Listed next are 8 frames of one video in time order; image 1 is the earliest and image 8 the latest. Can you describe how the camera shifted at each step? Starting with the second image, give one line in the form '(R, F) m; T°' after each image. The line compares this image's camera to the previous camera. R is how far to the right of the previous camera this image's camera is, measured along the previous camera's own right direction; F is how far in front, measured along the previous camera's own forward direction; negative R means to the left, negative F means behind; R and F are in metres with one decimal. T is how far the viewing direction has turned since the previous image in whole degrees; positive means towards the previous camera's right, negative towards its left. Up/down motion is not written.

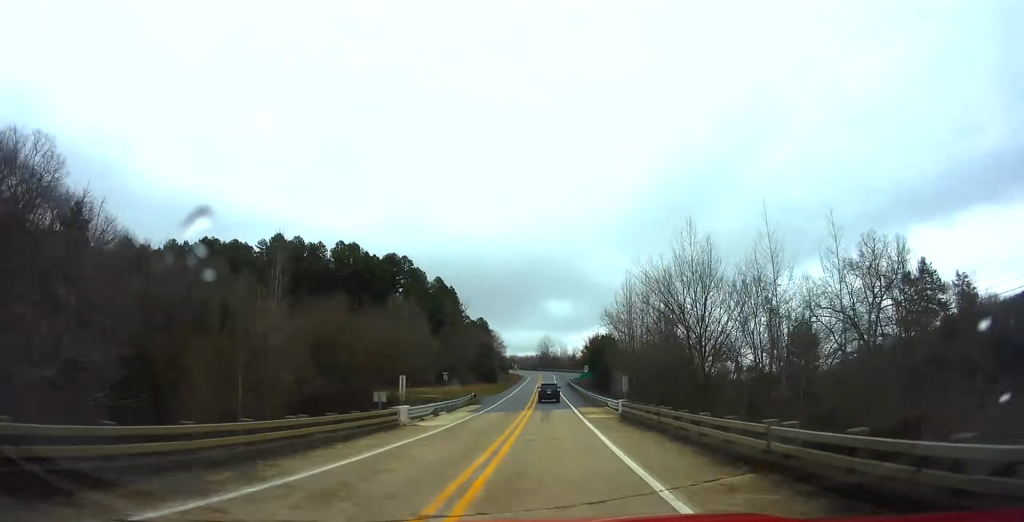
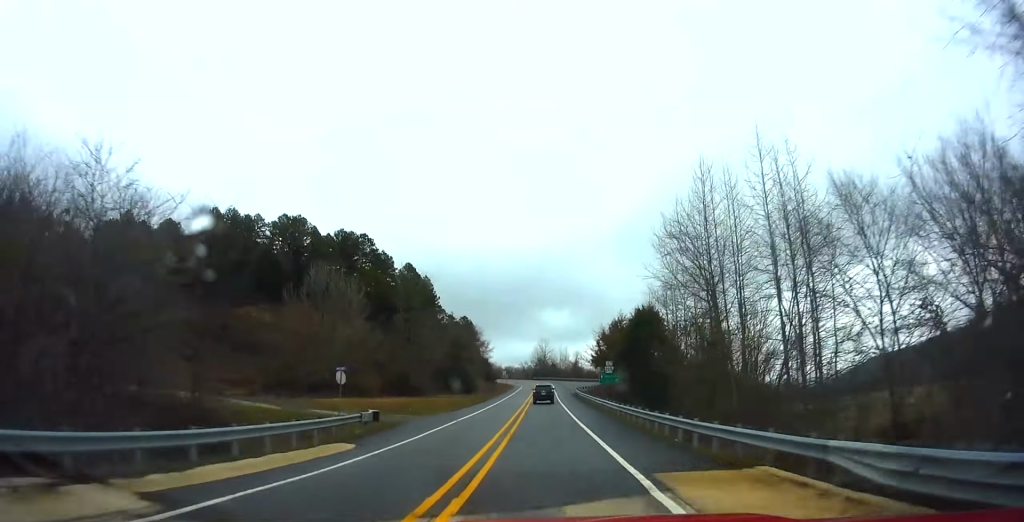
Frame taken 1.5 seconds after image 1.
(+0.6, +30.3) m; +1°
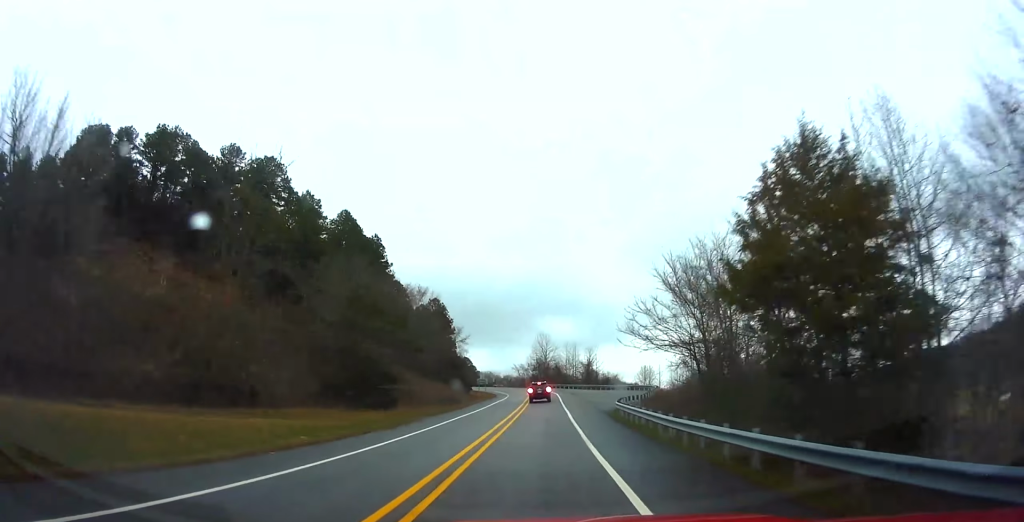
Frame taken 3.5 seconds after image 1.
(+0.6, +40.4) m; 0°
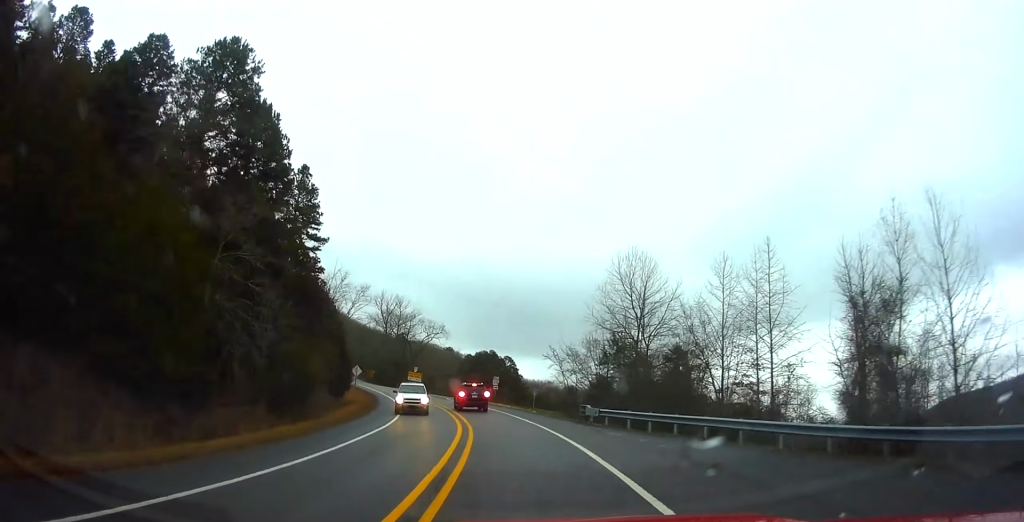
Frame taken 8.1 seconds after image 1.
(-2.8, +88.6) m; -8°
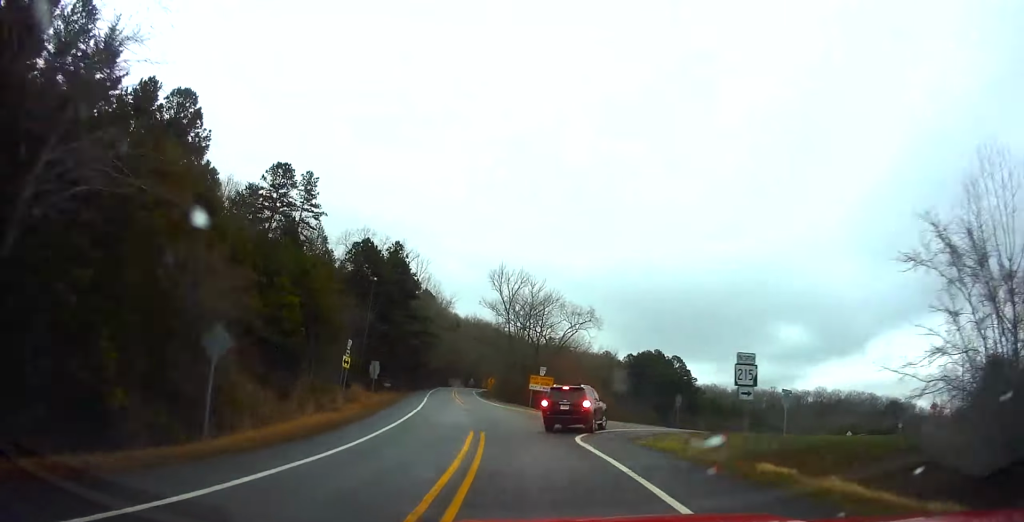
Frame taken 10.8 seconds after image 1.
(-4.3, +48.1) m; -11°
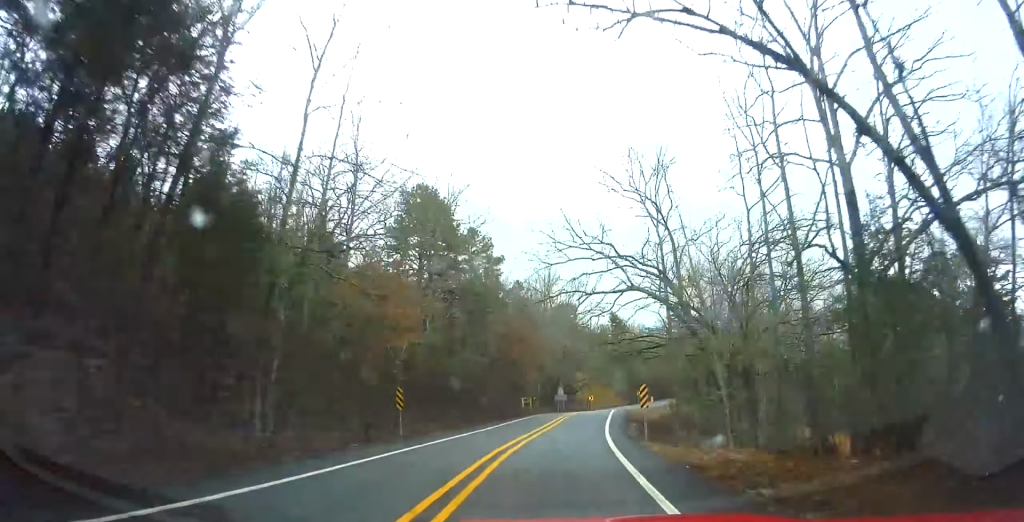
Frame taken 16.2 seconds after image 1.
(-14.0, +95.0) m; -9°
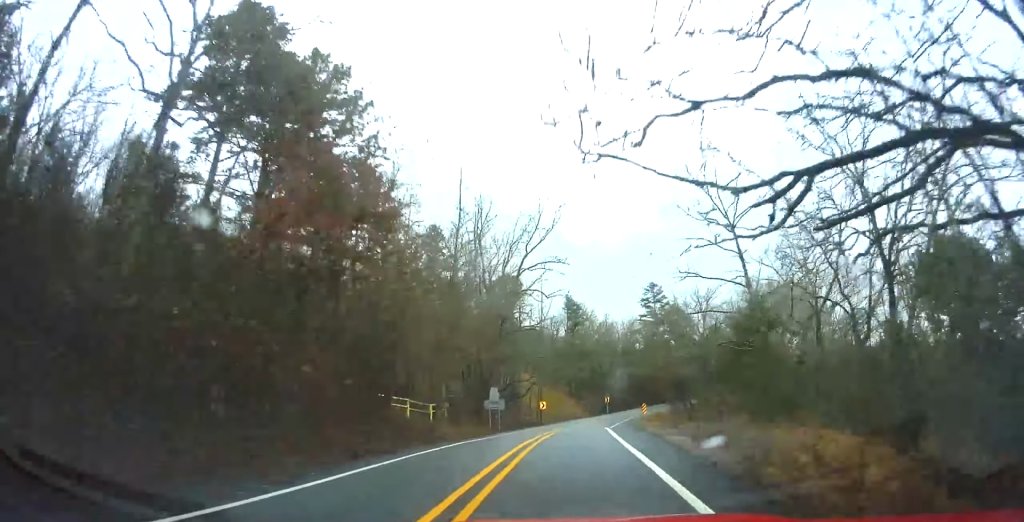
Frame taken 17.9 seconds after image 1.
(-0.6, +30.4) m; +3°
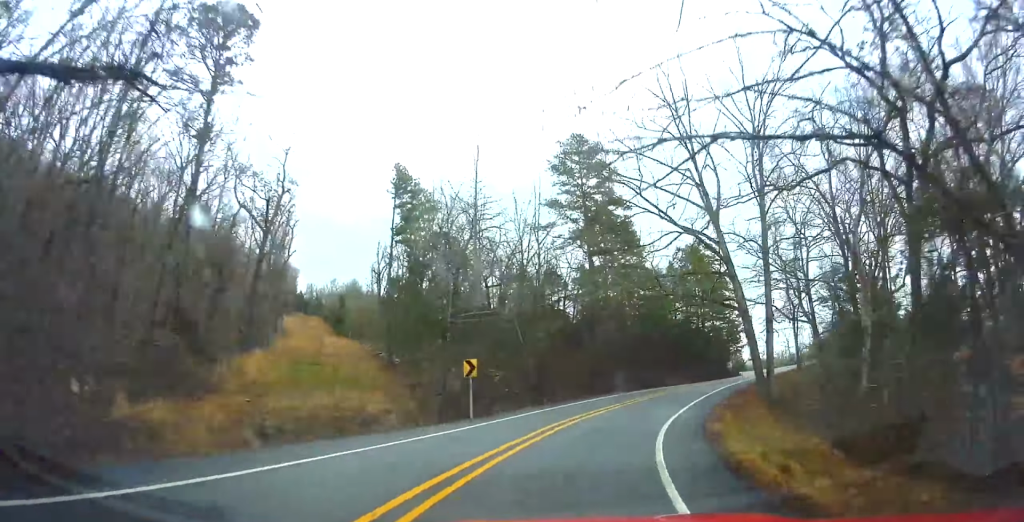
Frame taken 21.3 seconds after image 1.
(+4.4, +59.3) m; +14°
